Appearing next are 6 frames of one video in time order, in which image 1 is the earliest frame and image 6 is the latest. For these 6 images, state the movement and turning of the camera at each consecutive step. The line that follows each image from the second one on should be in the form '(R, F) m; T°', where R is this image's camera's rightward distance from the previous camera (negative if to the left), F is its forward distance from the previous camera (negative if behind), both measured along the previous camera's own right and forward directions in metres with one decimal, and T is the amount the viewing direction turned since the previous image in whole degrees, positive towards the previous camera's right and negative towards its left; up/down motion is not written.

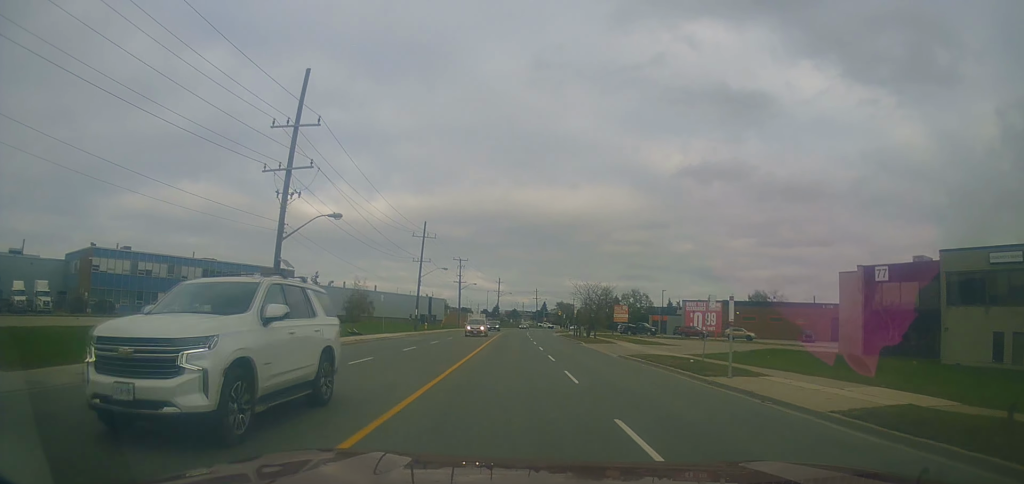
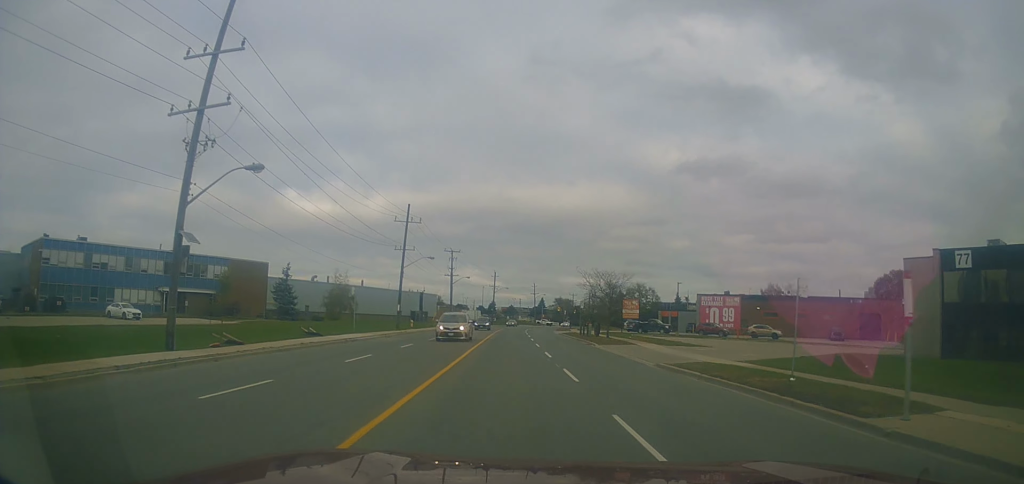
(+0.6, +8.9) m; +1°
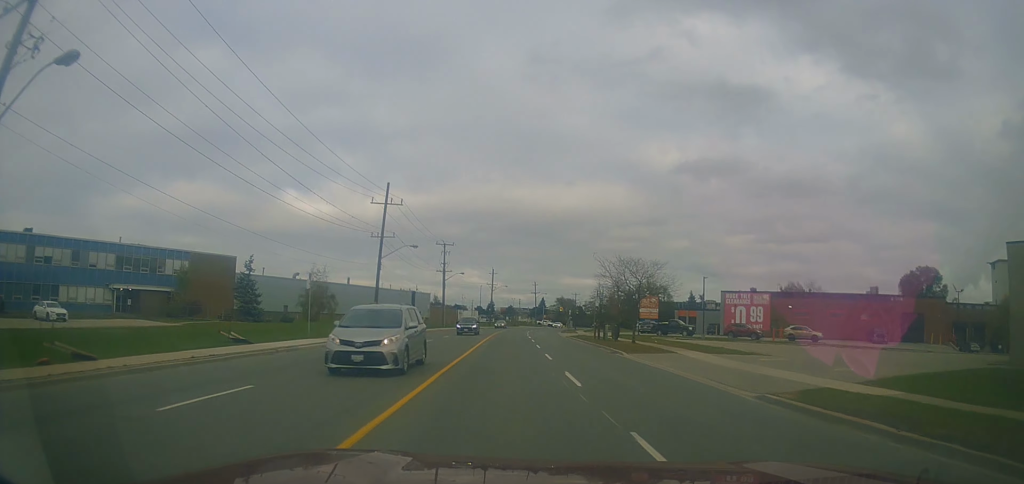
(-0.4, +10.2) m; -1°
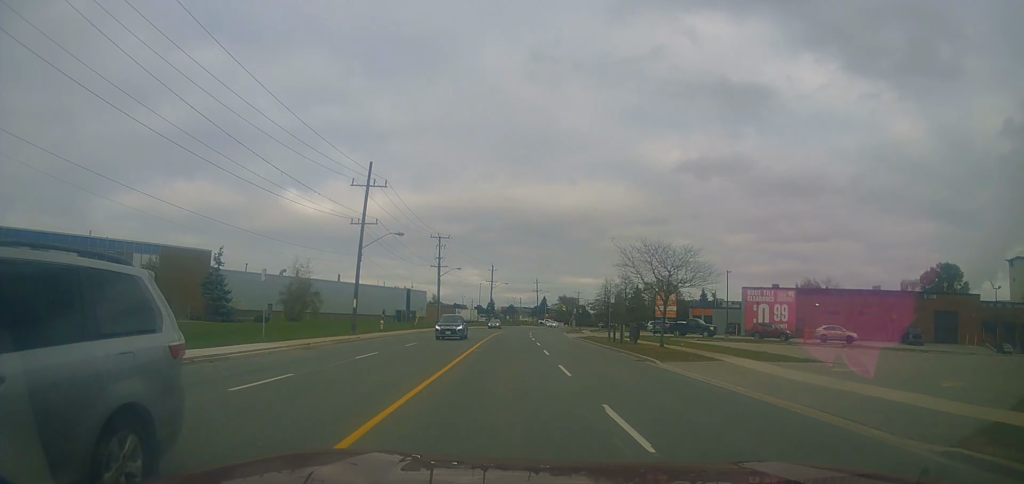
(-0.2, +6.8) m; -1°
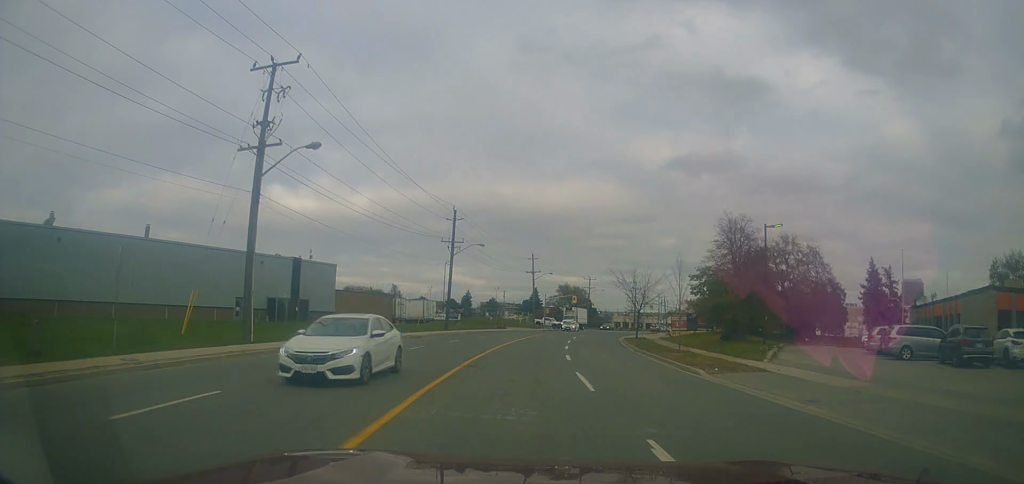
(0.0, +57.9) m; +2°
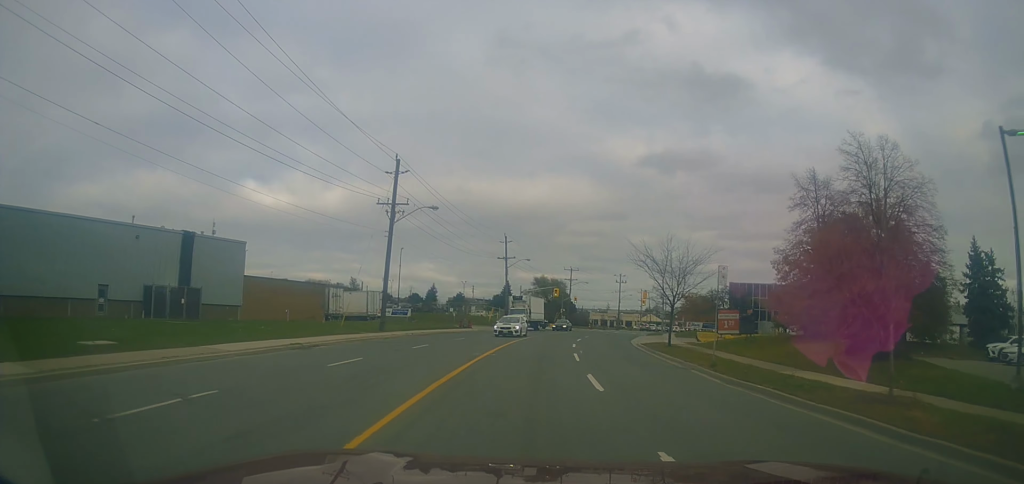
(-0.5, +18.5) m; +1°
